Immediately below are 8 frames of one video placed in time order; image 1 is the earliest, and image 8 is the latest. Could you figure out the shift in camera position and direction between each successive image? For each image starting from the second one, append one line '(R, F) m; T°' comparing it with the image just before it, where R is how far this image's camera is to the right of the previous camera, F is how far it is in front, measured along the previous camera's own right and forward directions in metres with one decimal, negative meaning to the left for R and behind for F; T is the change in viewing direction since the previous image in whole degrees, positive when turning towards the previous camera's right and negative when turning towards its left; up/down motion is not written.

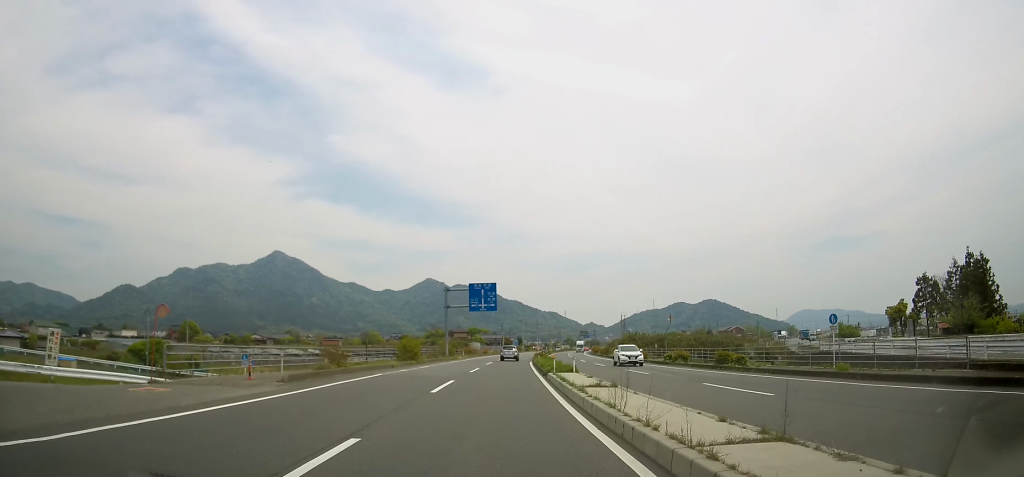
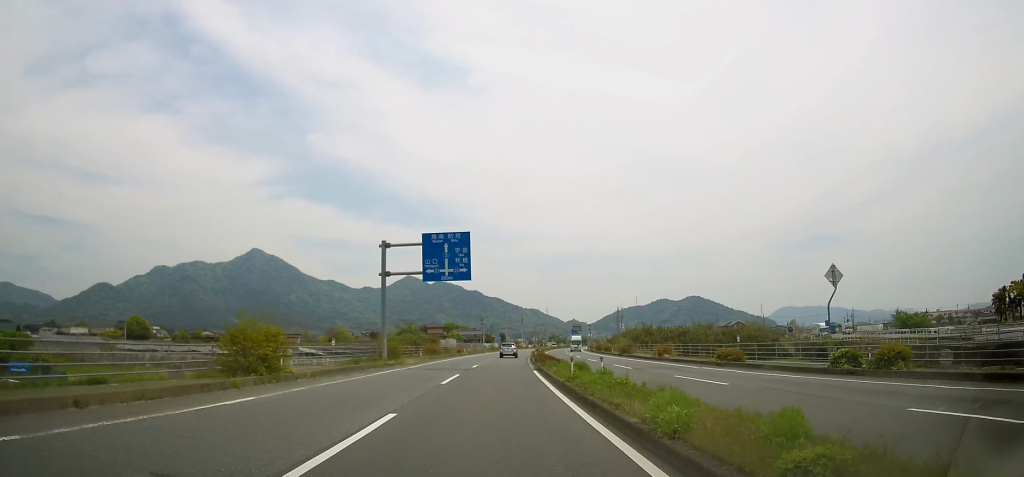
(+0.5, +26.9) m; +2°
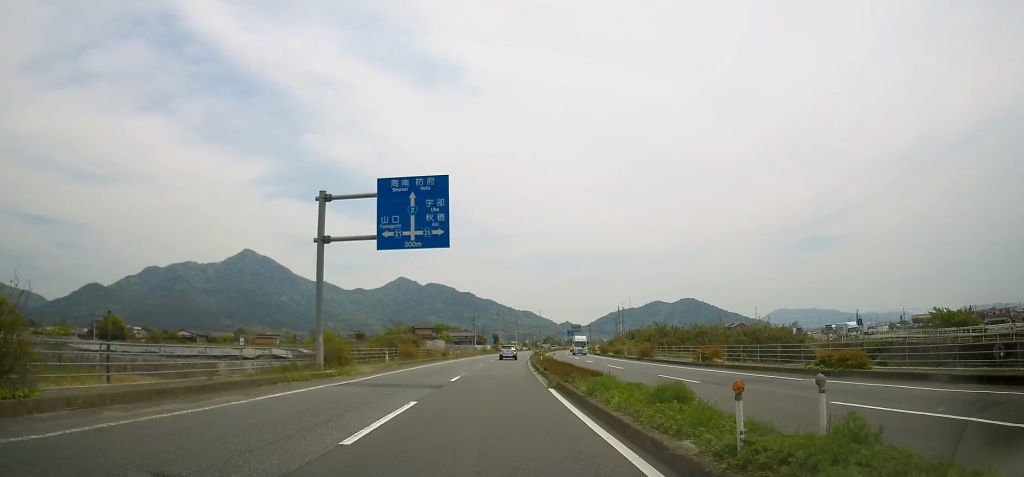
(+0.1, +12.3) m; +1°
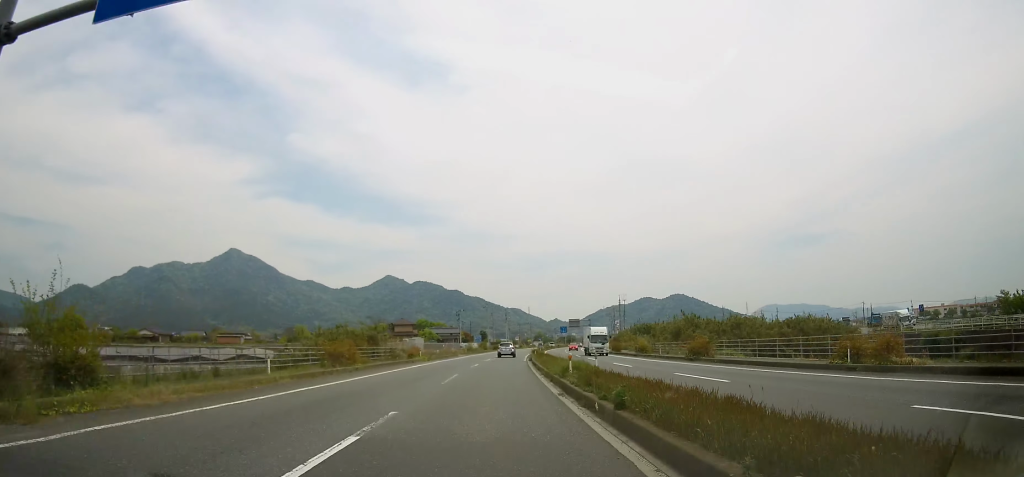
(+0.1, +18.0) m; +1°
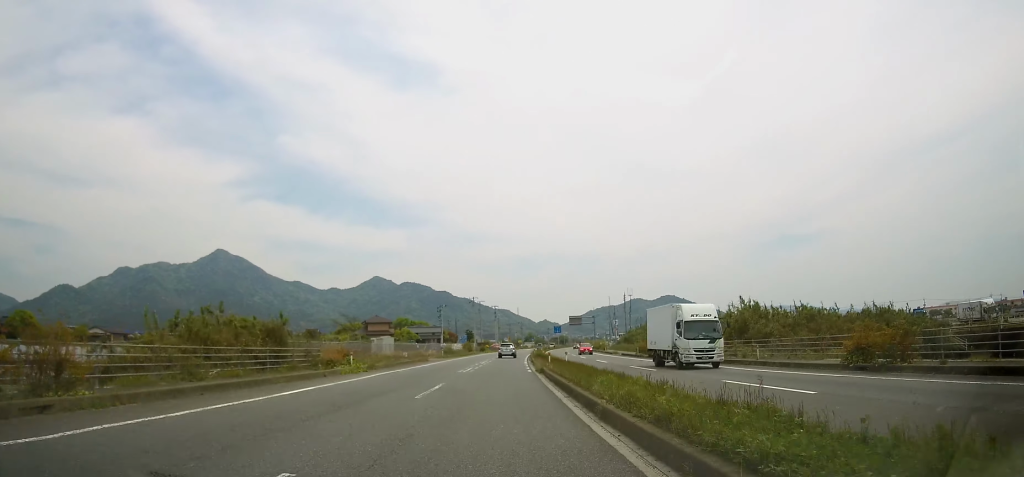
(+0.3, +20.6) m; +1°
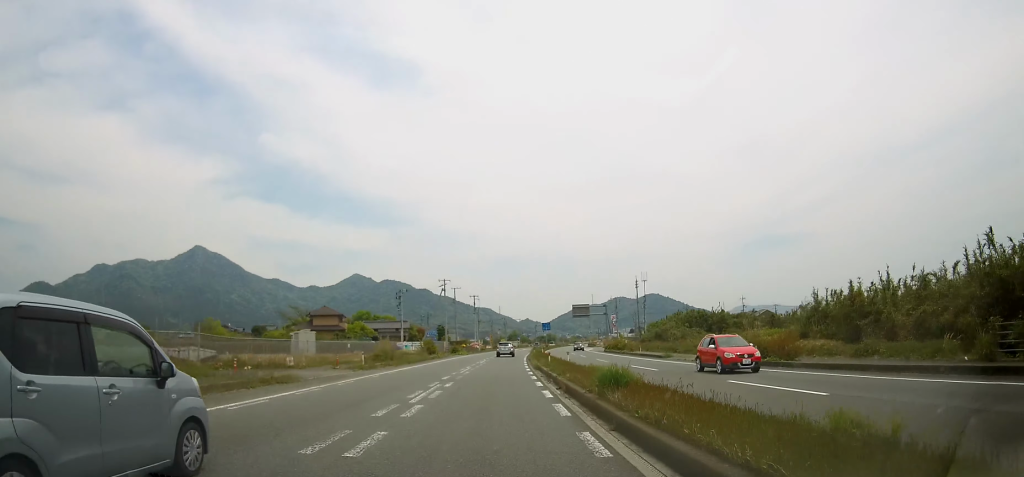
(+0.2, +30.6) m; +1°
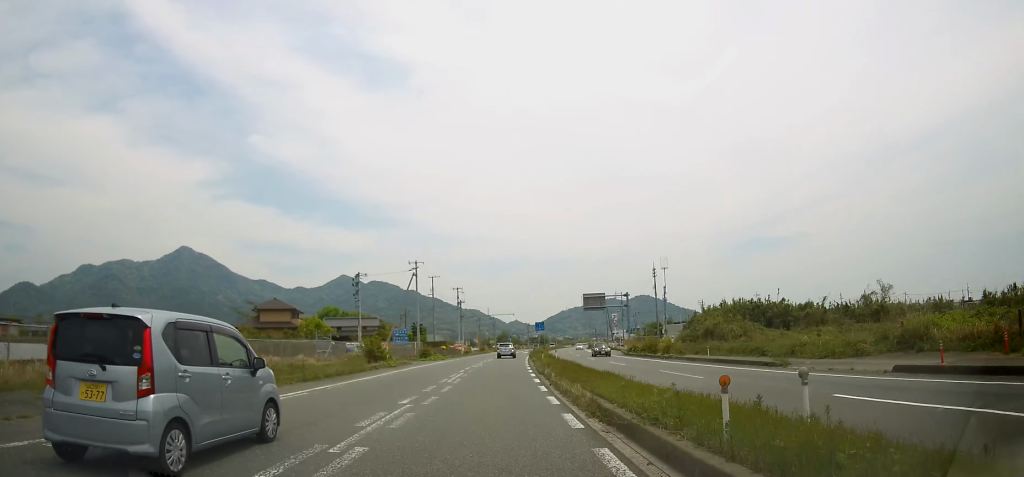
(+0.4, +21.2) m; +1°
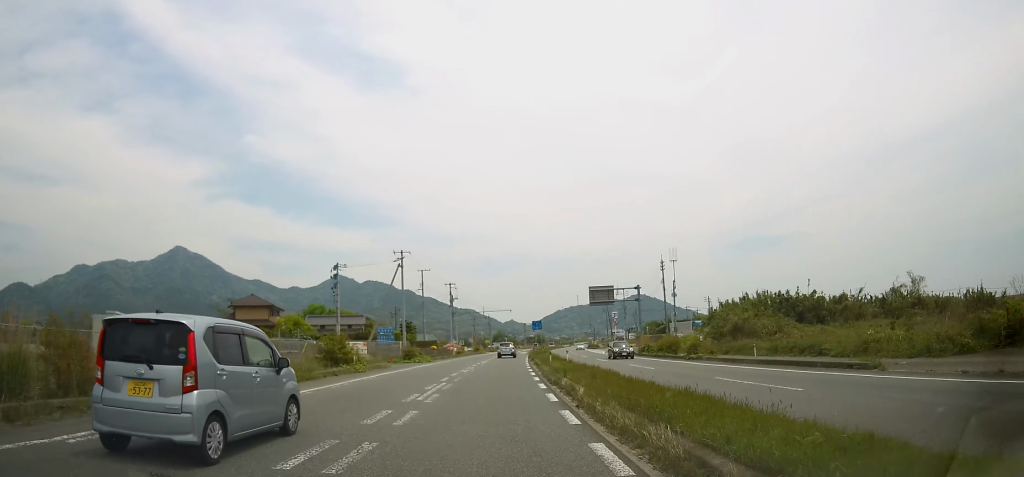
(0.0, +7.5) m; 0°
